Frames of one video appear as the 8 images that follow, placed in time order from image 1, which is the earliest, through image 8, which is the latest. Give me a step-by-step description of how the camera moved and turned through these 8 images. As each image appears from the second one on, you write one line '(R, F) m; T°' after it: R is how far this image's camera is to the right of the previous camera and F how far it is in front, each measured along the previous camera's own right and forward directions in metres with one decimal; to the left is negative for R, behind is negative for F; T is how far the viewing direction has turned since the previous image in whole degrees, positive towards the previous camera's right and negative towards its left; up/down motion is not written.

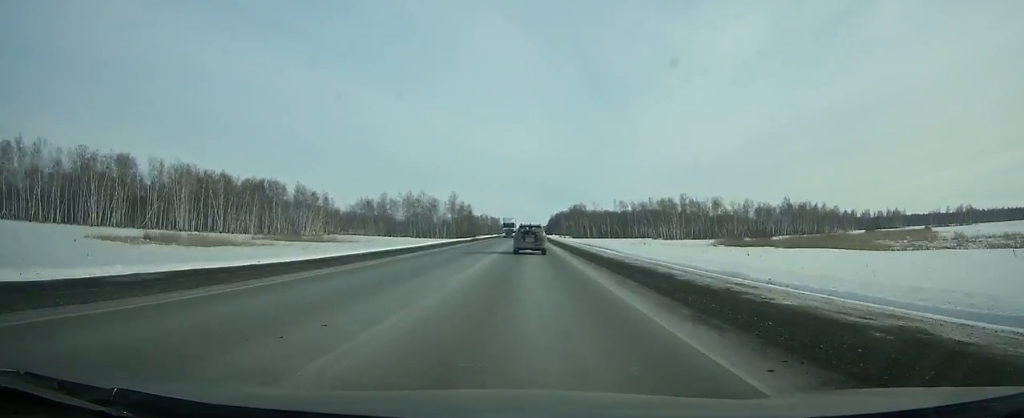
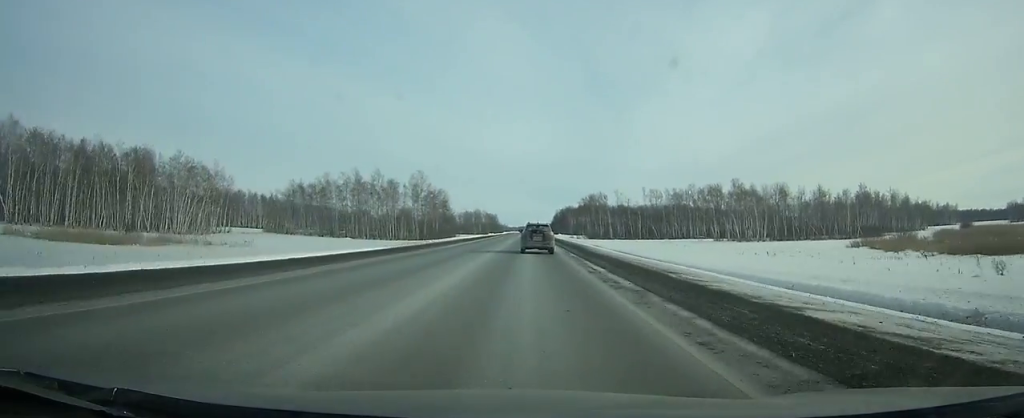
(0.0, +76.6) m; 0°
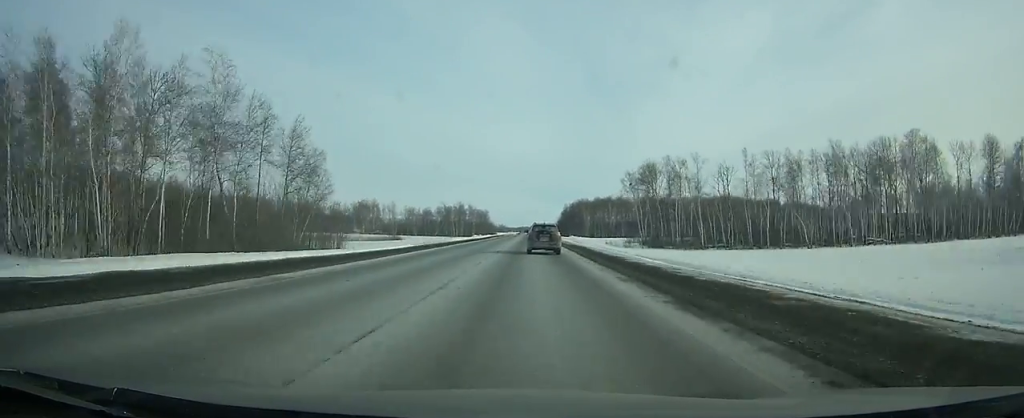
(-0.2, +112.1) m; 0°
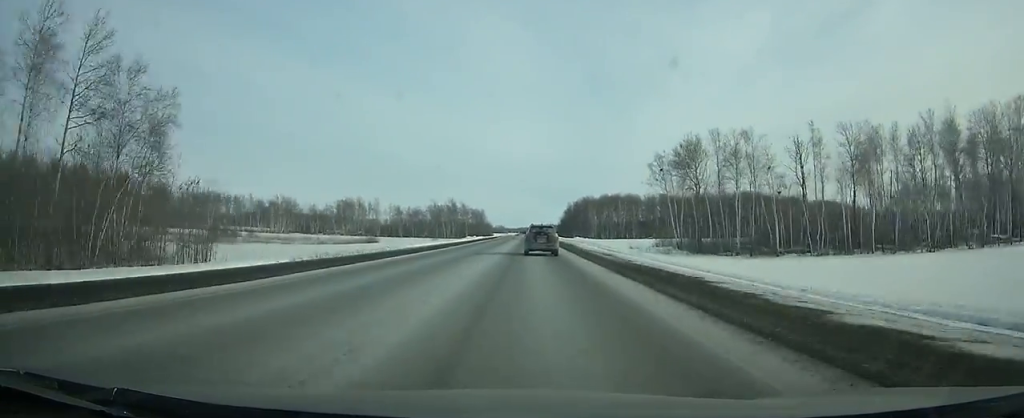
(+0.1, +33.0) m; 0°
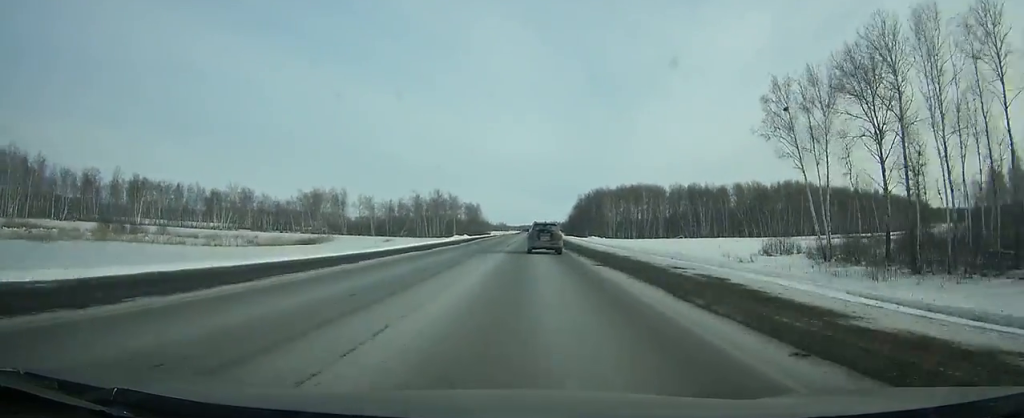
(+0.1, +50.7) m; 0°
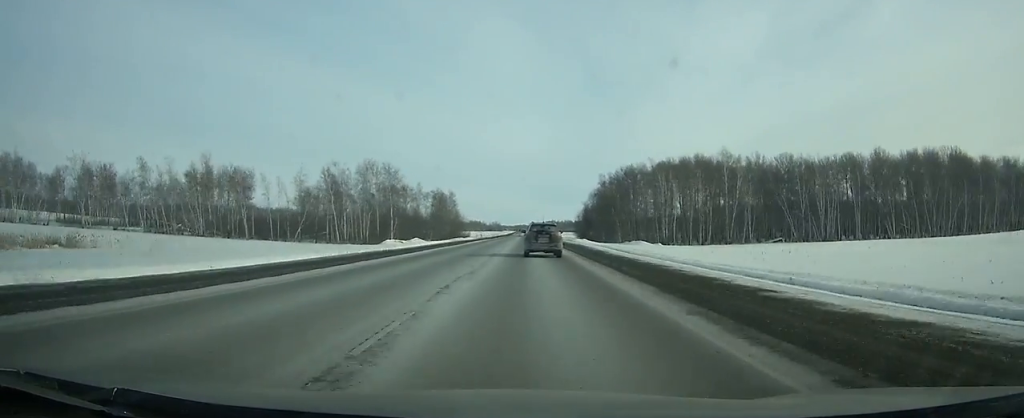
(+0.1, +95.5) m; 0°
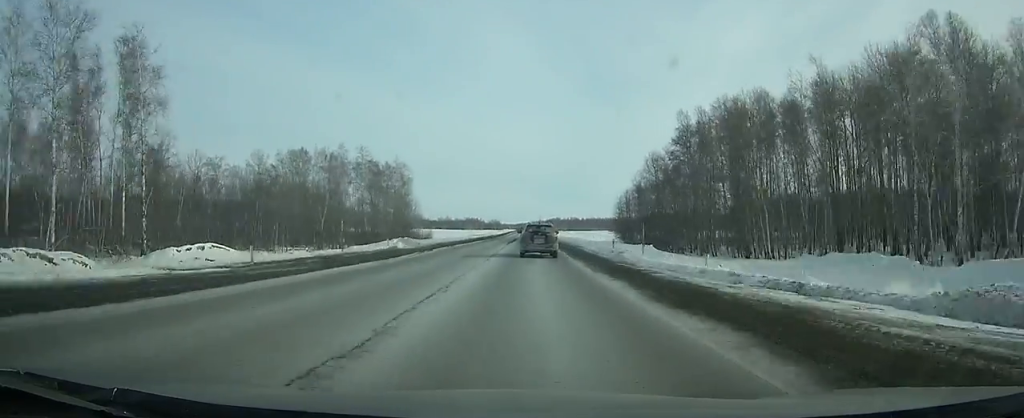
(+0.3, +92.2) m; 0°
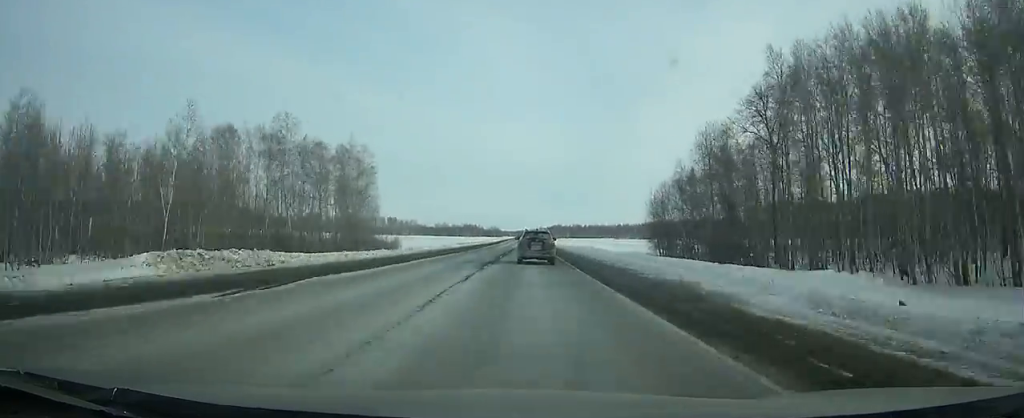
(0.0, +34.8) m; 0°
